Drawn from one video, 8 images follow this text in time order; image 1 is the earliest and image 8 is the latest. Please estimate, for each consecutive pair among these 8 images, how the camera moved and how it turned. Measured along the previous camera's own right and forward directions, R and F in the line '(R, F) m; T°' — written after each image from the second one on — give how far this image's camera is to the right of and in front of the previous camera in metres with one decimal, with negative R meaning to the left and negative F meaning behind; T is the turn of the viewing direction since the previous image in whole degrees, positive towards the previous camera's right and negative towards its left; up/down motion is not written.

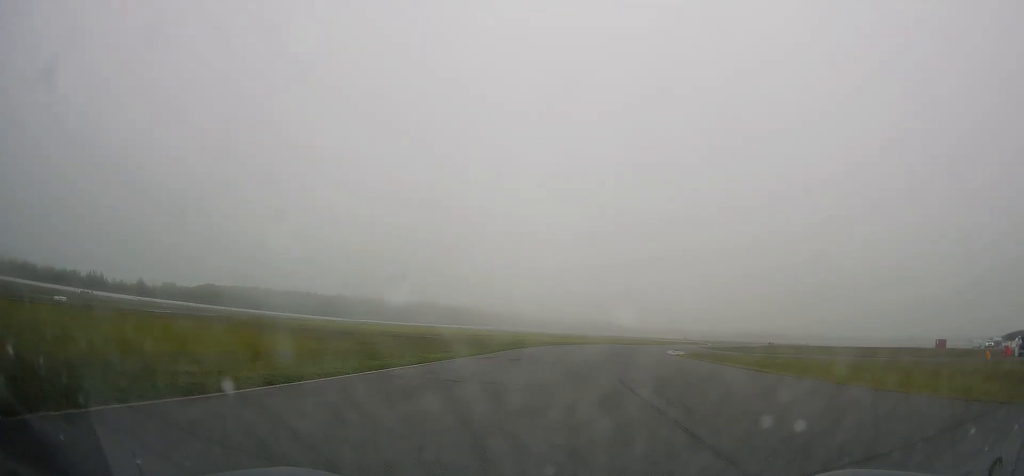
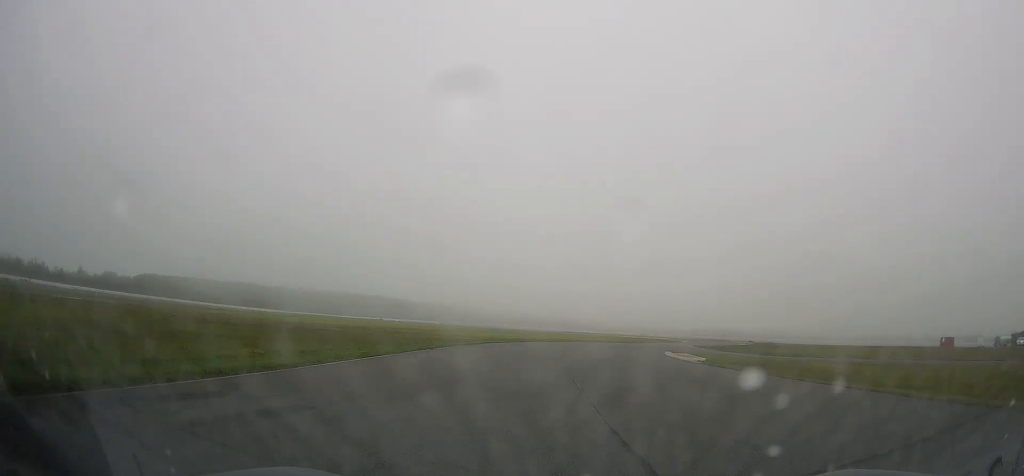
(+0.5, +23.3) m; +4°
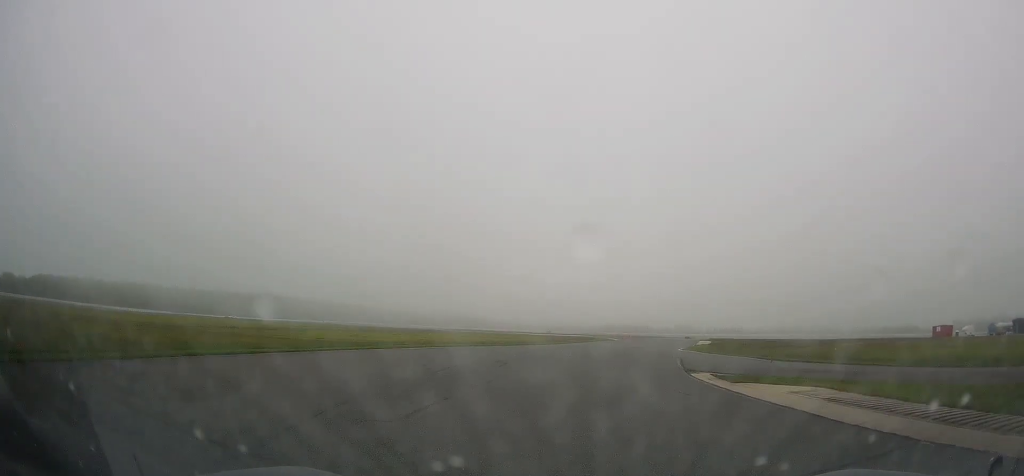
(+1.8, +32.4) m; +7°
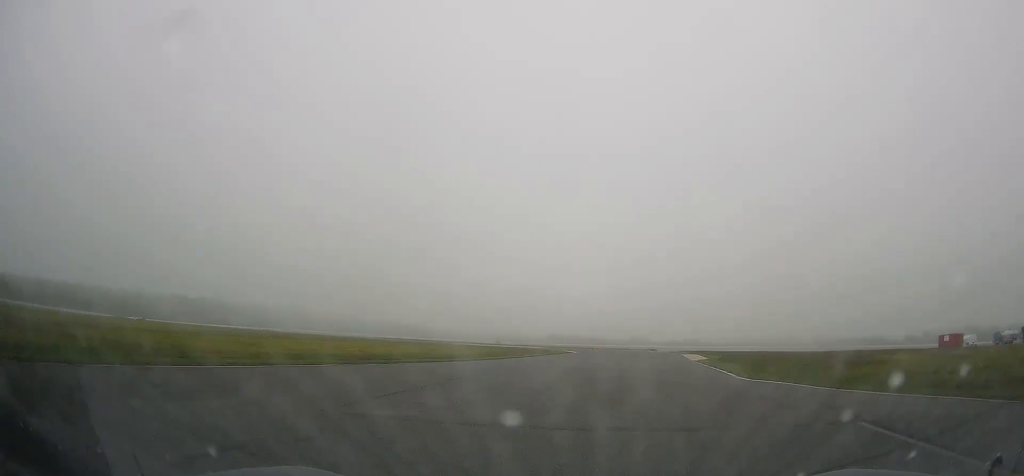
(+0.2, +17.8) m; +4°
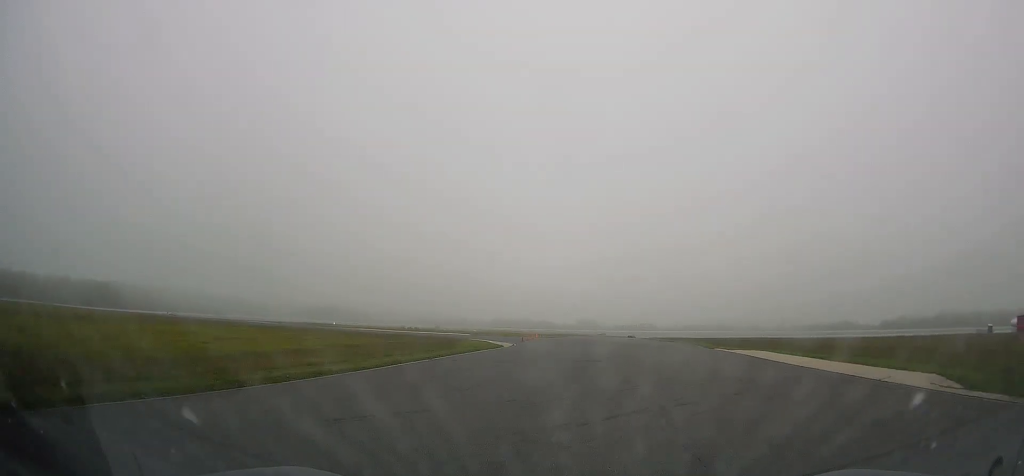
(+2.4, +35.7) m; +6°
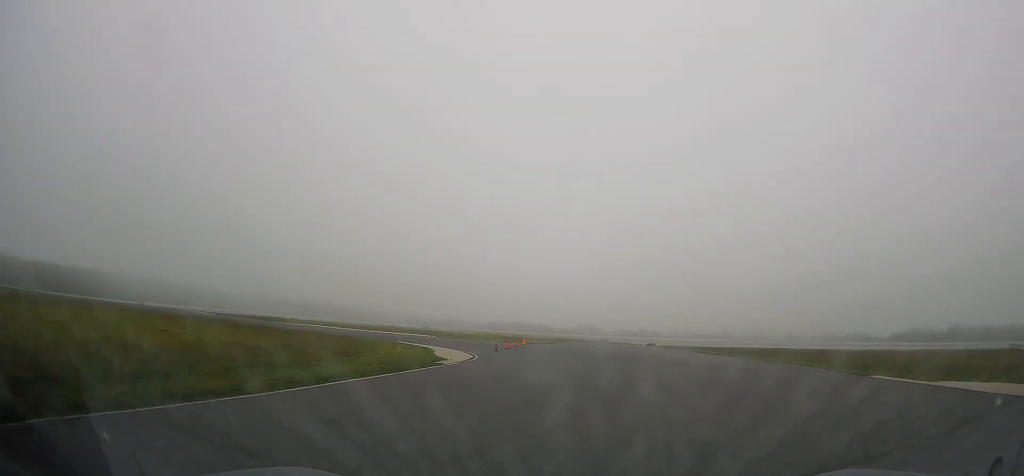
(+0.7, +20.8) m; +2°
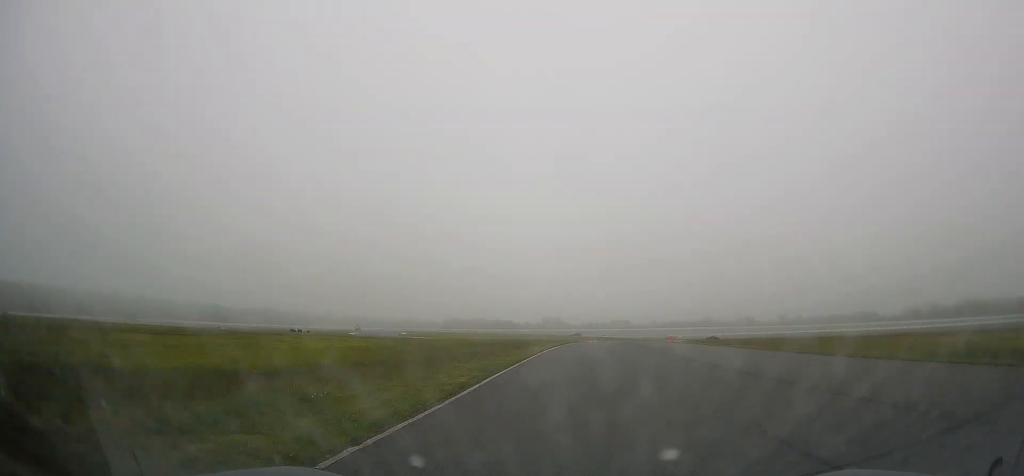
(+1.9, +60.4) m; +4°
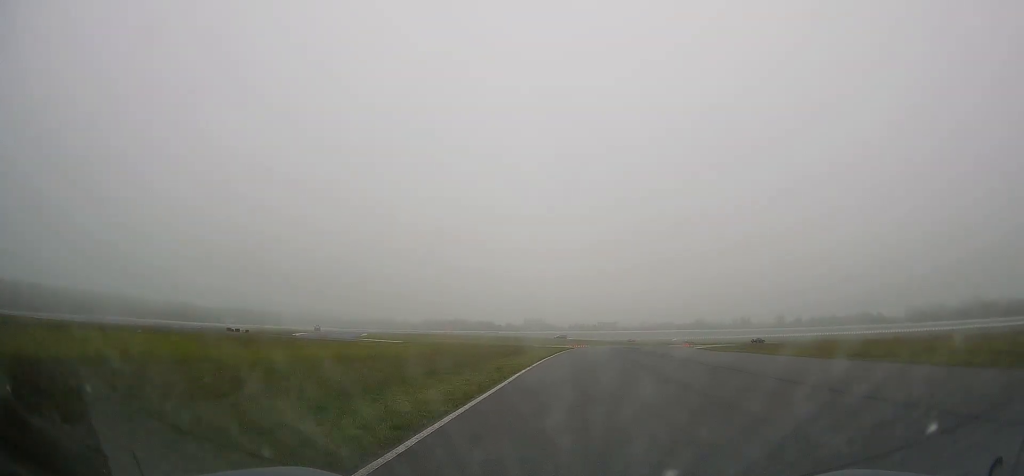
(+0.6, +28.2) m; +2°
